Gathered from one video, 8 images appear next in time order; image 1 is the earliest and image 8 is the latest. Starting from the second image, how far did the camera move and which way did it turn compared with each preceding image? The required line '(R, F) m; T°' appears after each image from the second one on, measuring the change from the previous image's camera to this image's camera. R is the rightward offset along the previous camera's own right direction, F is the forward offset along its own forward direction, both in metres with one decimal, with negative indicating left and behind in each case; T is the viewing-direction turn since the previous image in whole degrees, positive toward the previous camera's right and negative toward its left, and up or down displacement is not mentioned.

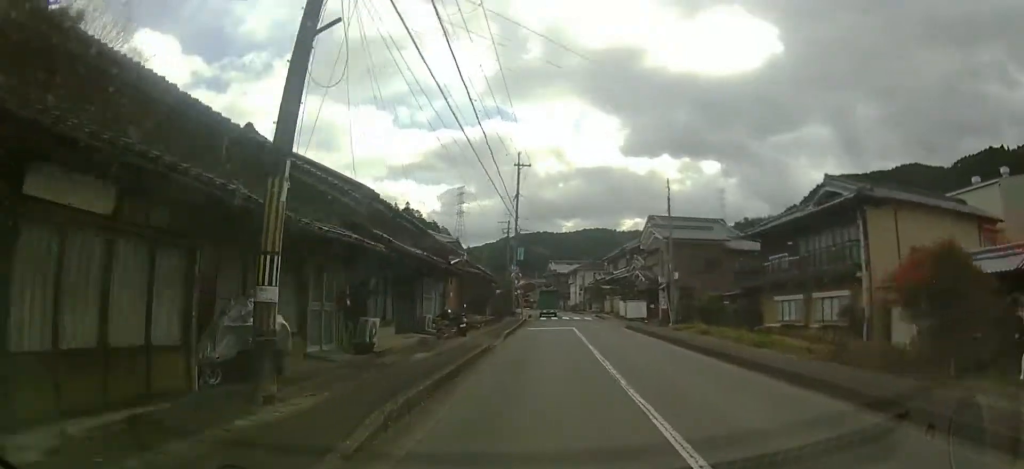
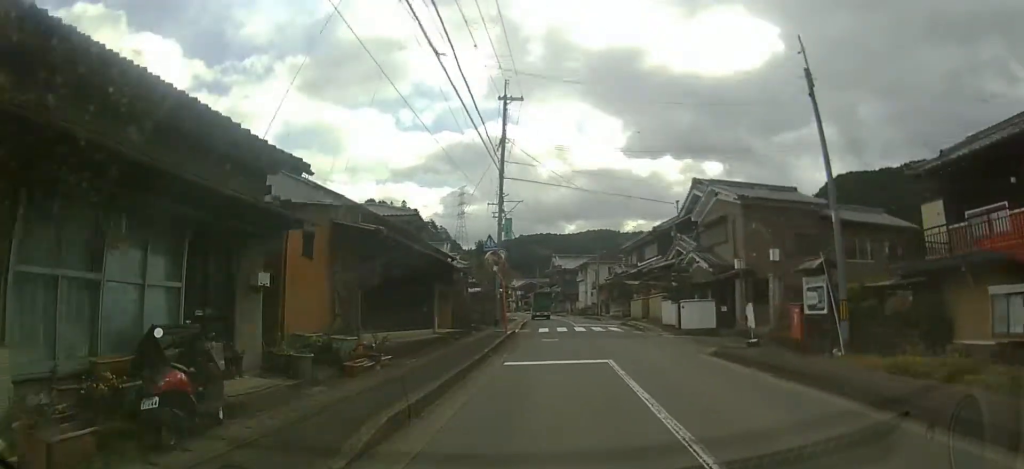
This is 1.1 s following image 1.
(+0.2, +15.6) m; +1°
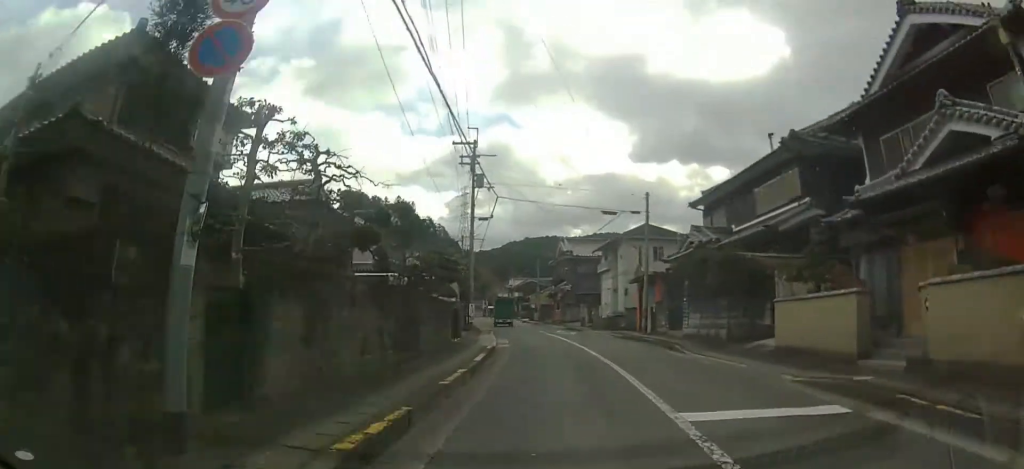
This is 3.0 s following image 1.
(-0.3, +25.2) m; -3°
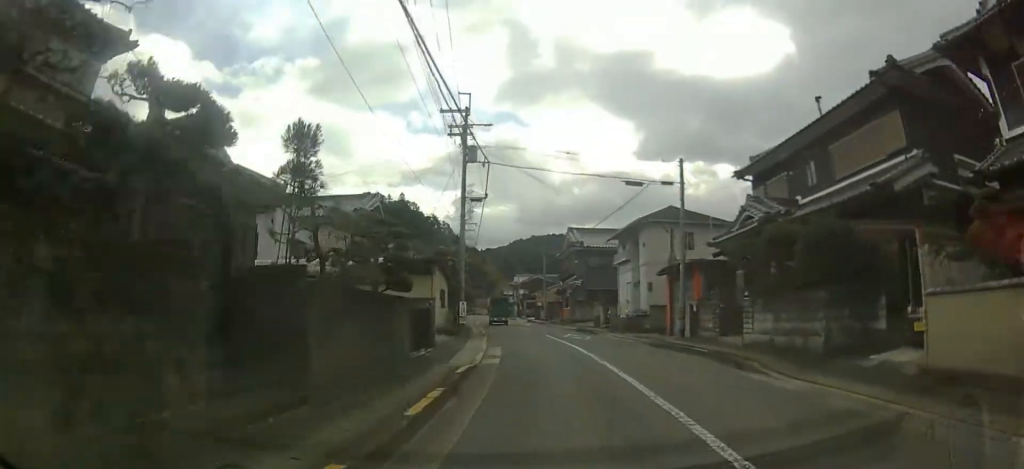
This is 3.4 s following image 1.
(-0.1, +6.4) m; -1°
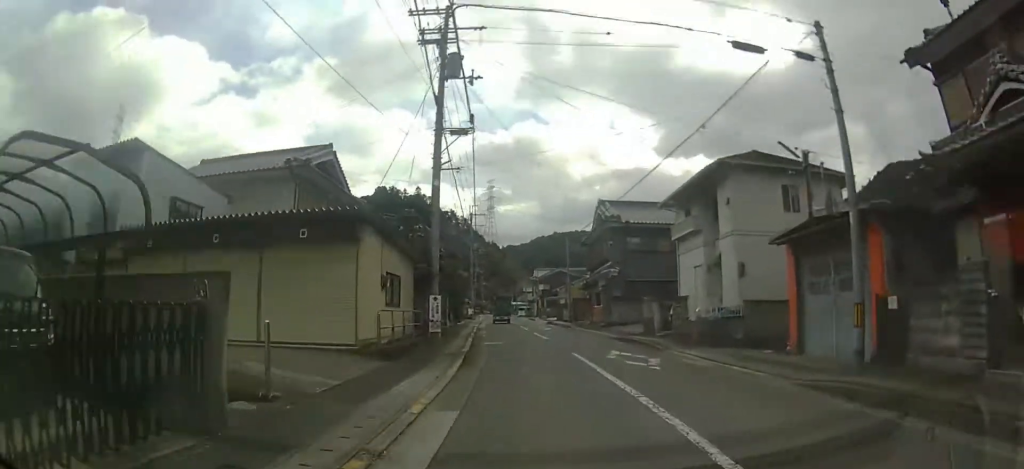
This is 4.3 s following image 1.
(-0.2, +12.1) m; -2°
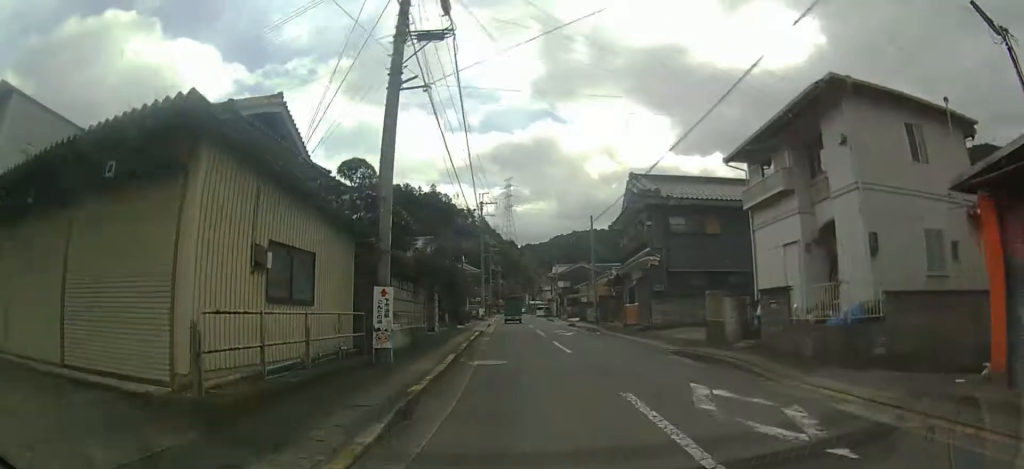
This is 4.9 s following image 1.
(-0.1, +7.2) m; -1°
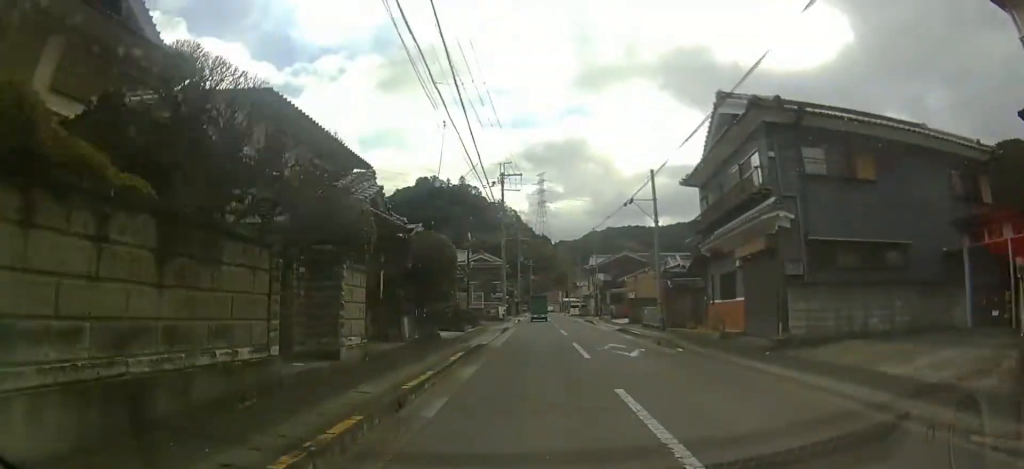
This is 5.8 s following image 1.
(-0.2, +11.7) m; -1°
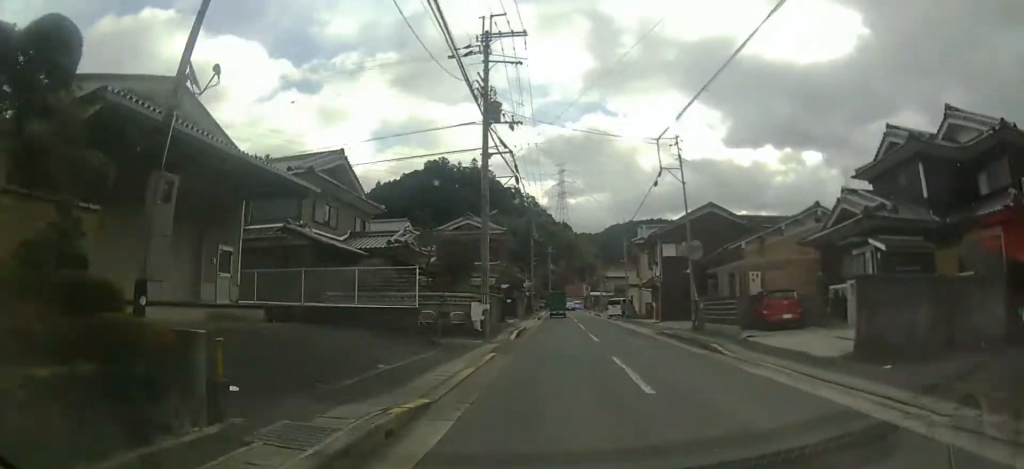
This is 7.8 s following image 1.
(-1.2, +25.5) m; -6°
